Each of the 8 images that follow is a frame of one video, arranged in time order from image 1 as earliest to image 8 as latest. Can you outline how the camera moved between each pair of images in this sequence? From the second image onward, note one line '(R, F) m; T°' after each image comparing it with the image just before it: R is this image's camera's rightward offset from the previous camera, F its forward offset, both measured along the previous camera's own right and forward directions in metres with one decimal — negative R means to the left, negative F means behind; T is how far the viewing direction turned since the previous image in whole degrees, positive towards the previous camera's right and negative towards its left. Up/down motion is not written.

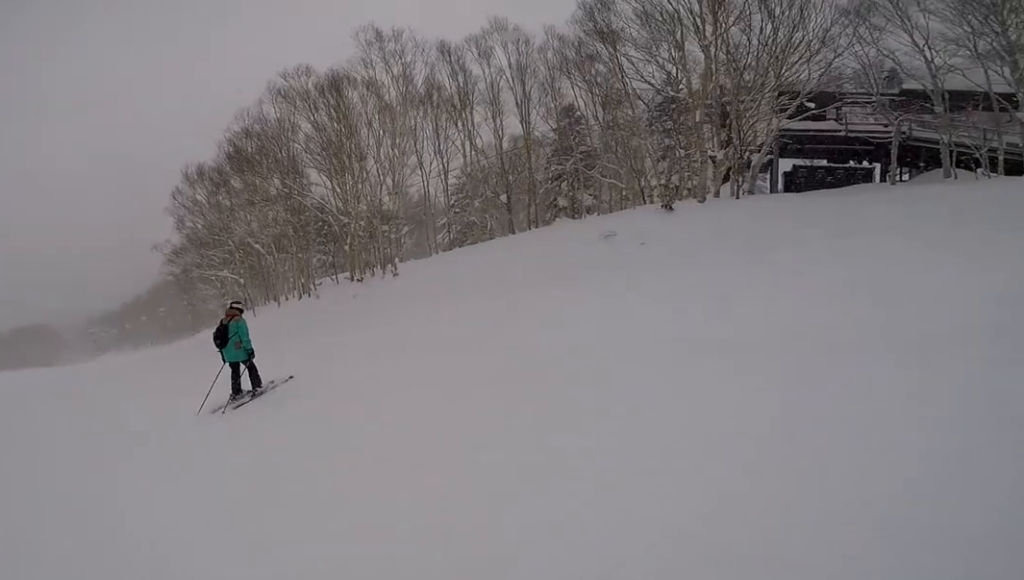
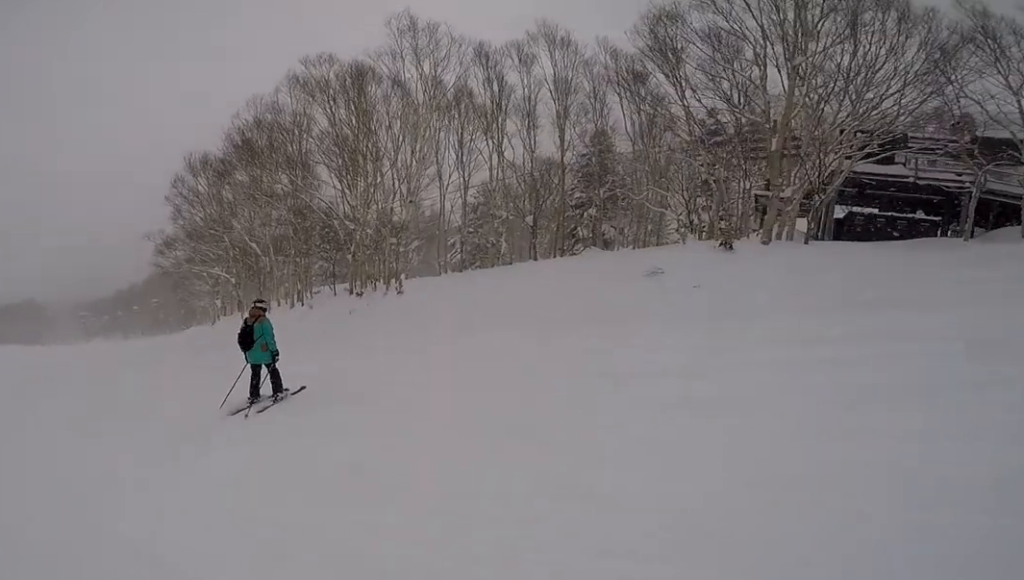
(+0.4, +2.6) m; -2°
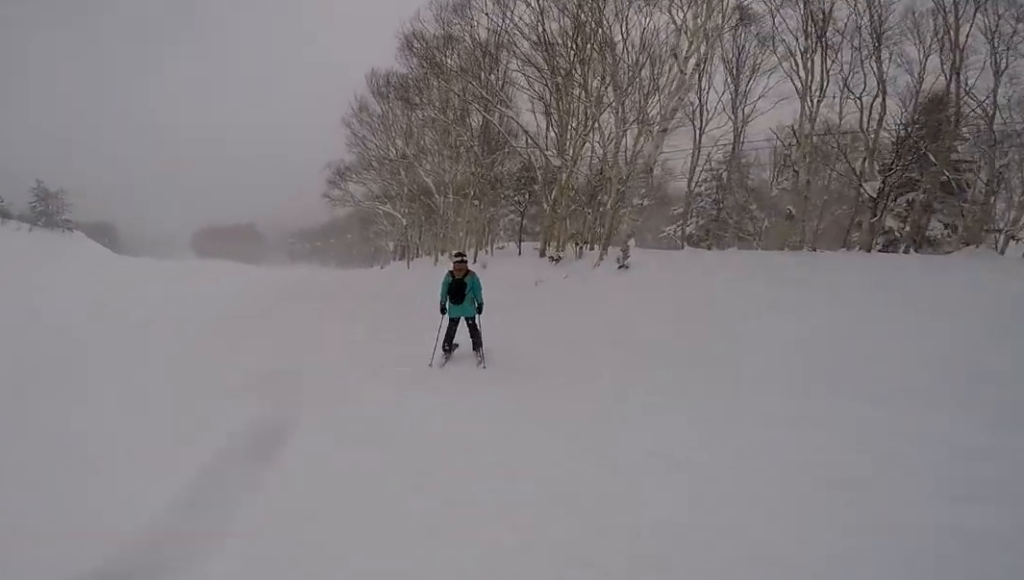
(-0.9, +6.7) m; -17°
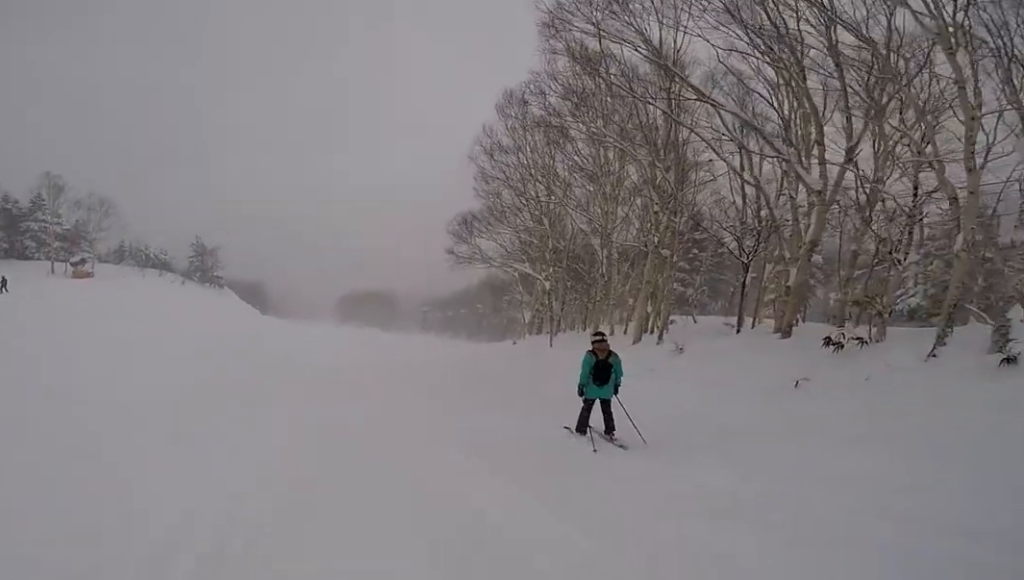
(-0.1, +5.8) m; -5°
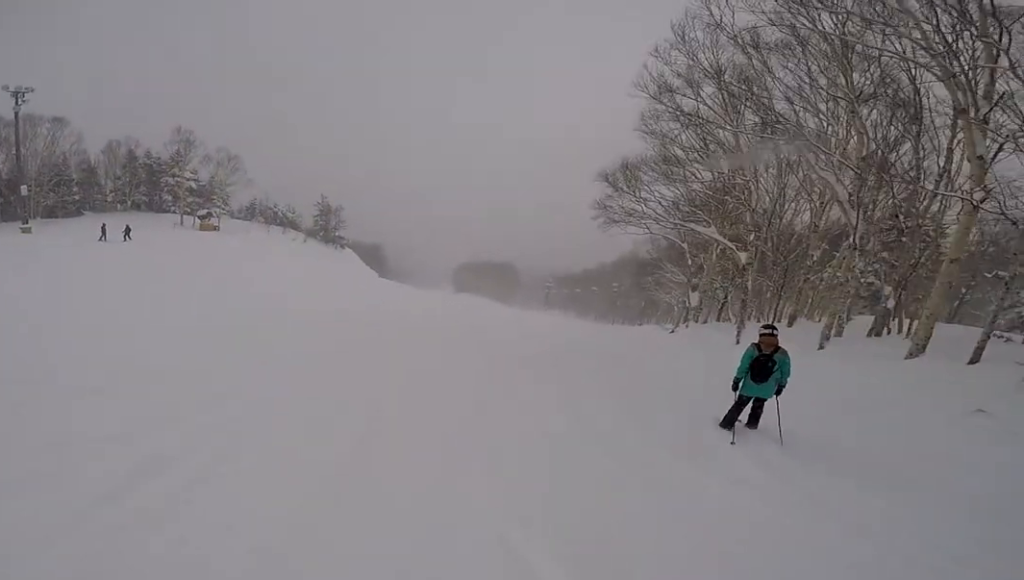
(-0.1, +4.4) m; -19°
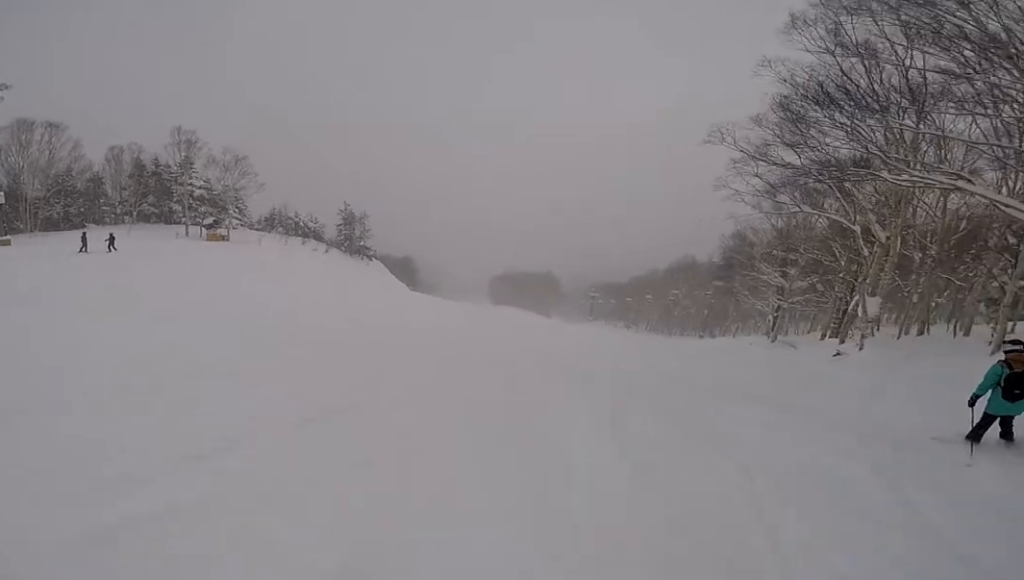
(-1.9, +5.6) m; -23°
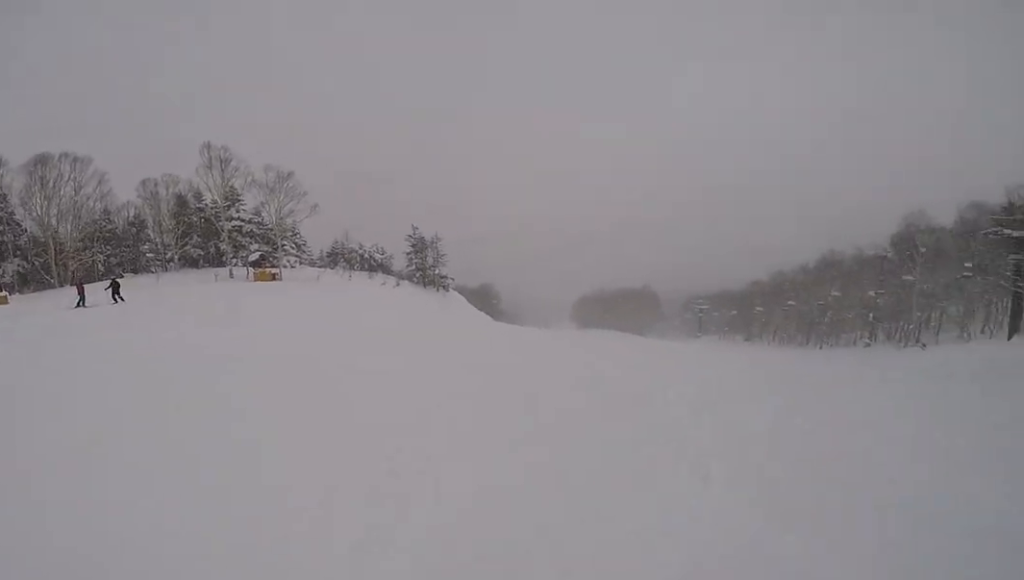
(-0.5, +9.4) m; +10°
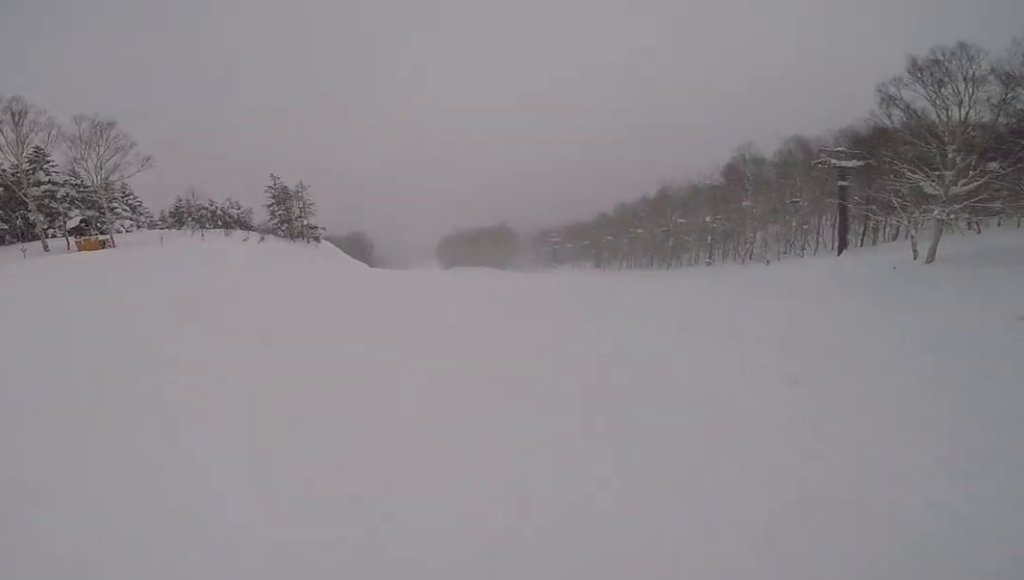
(+0.6, +3.1) m; +8°
